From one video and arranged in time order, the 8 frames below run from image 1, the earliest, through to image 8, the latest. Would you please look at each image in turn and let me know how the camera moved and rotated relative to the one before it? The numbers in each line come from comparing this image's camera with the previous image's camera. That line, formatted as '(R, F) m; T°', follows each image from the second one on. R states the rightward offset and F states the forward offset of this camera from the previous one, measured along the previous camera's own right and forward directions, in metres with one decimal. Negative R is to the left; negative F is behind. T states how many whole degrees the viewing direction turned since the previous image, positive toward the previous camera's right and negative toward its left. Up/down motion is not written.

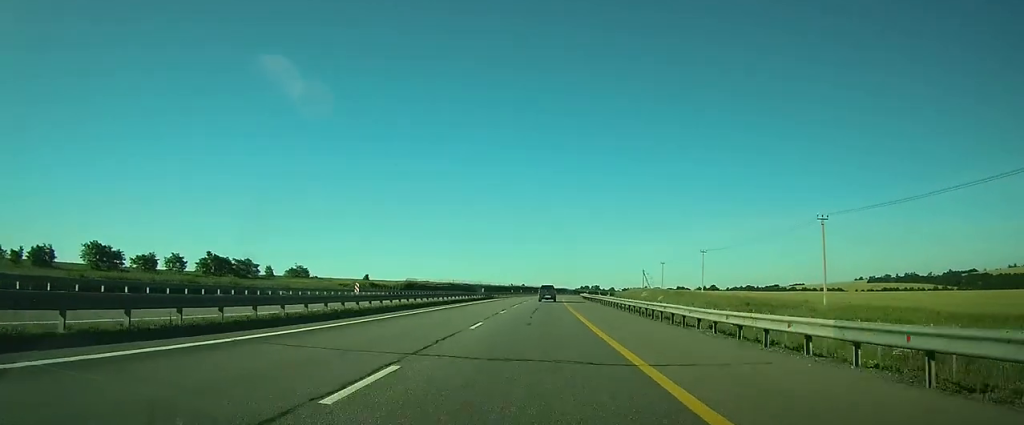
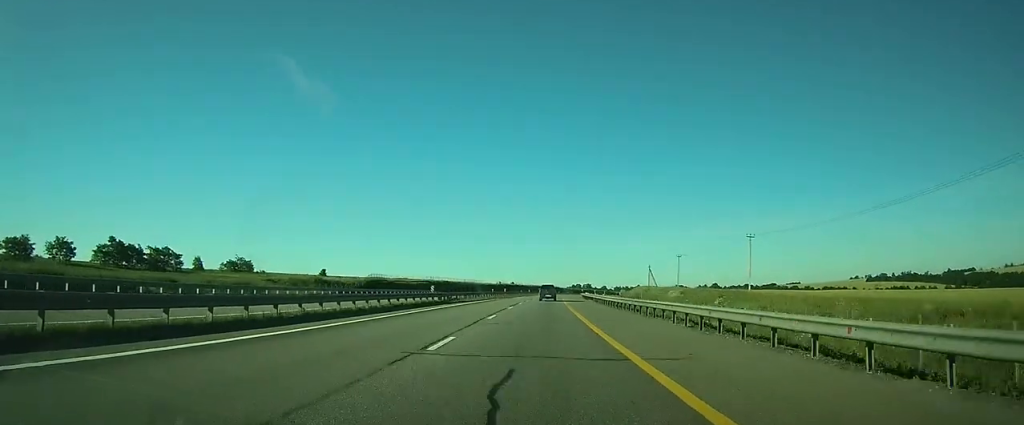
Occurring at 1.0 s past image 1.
(+0.1, +30.1) m; +1°
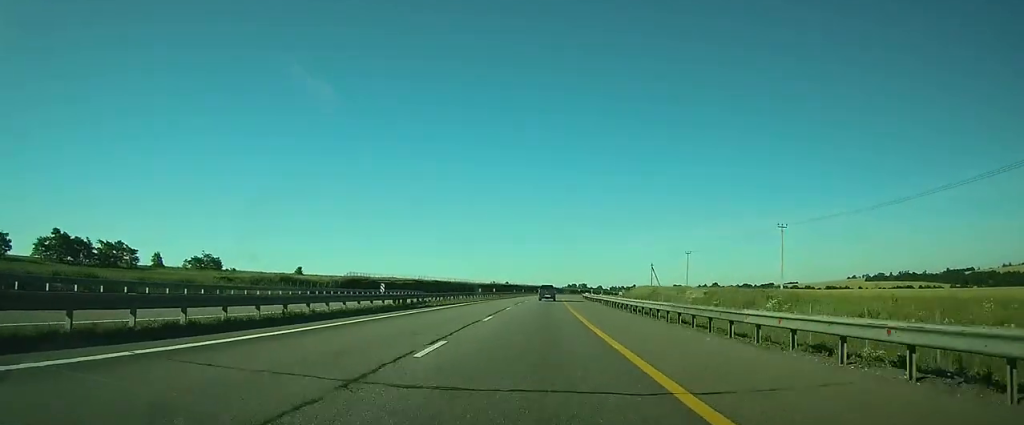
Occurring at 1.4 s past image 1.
(+0.1, +13.0) m; 0°
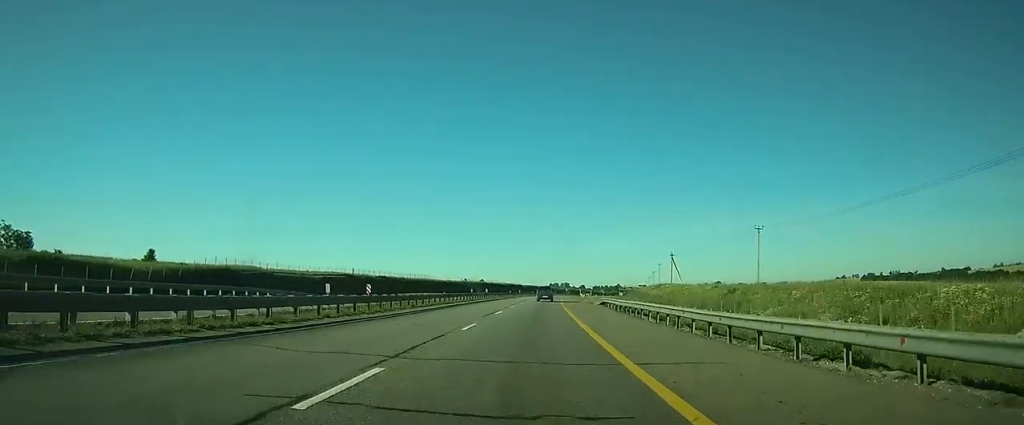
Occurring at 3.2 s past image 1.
(+0.7, +52.2) m; +2°
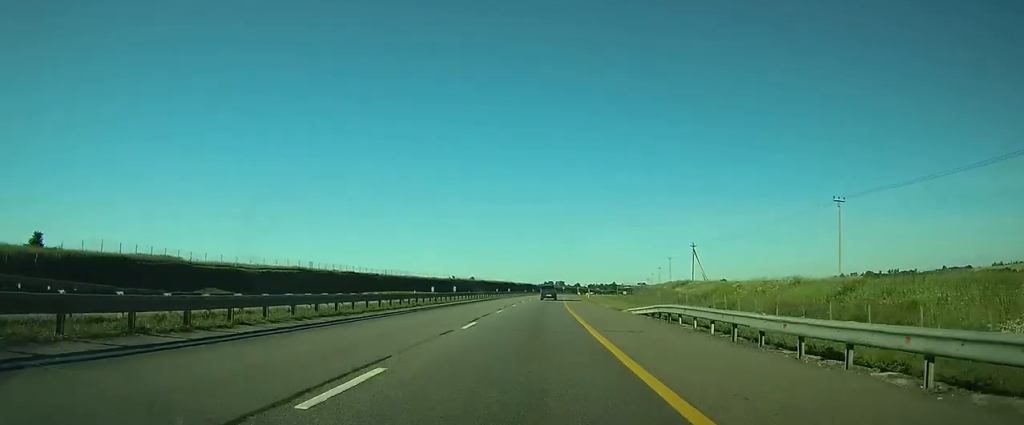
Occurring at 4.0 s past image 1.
(+0.3, +24.2) m; +1°
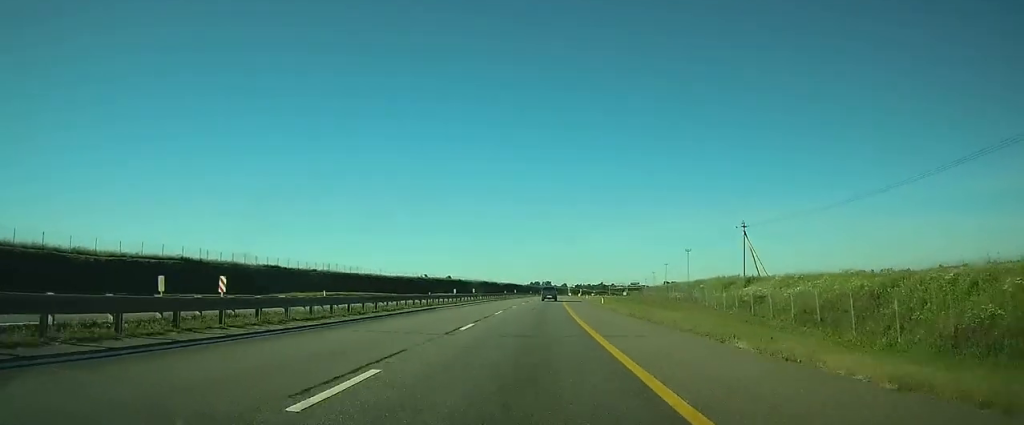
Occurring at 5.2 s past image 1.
(+0.4, +36.3) m; +1°
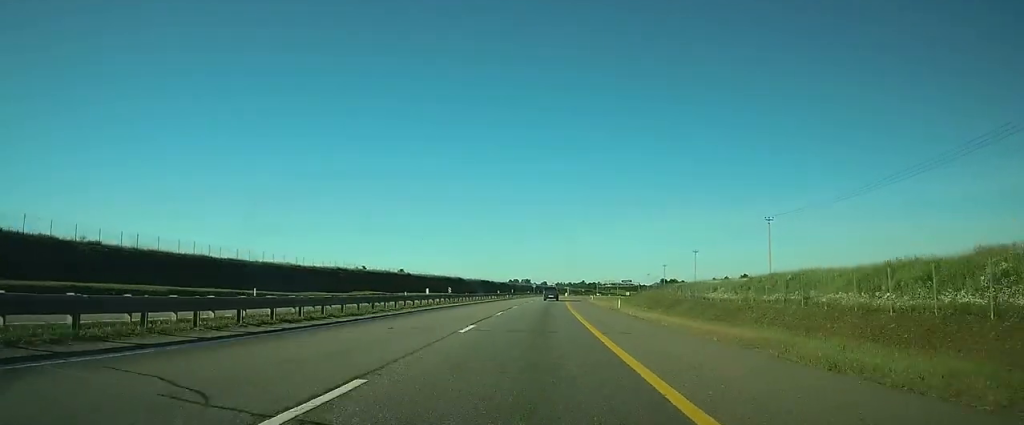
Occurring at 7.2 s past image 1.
(+1.2, +61.2) m; +2°
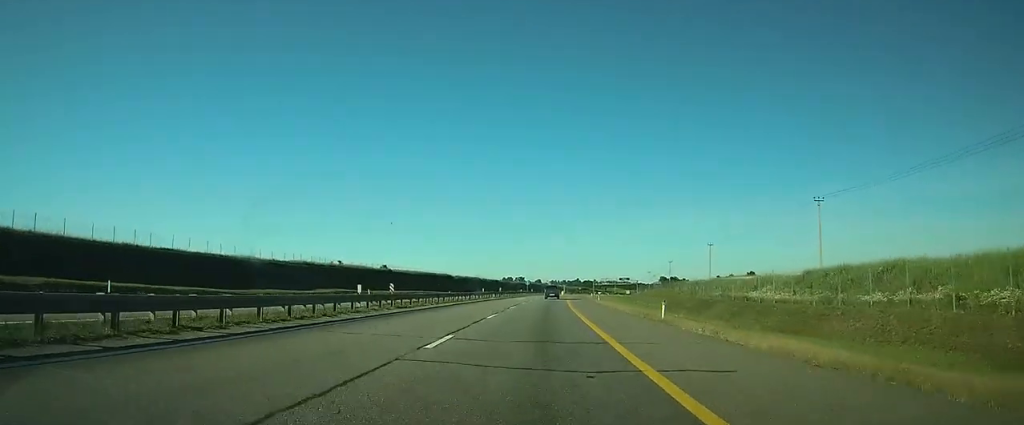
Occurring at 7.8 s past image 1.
(+0.1, +17.0) m; +1°
